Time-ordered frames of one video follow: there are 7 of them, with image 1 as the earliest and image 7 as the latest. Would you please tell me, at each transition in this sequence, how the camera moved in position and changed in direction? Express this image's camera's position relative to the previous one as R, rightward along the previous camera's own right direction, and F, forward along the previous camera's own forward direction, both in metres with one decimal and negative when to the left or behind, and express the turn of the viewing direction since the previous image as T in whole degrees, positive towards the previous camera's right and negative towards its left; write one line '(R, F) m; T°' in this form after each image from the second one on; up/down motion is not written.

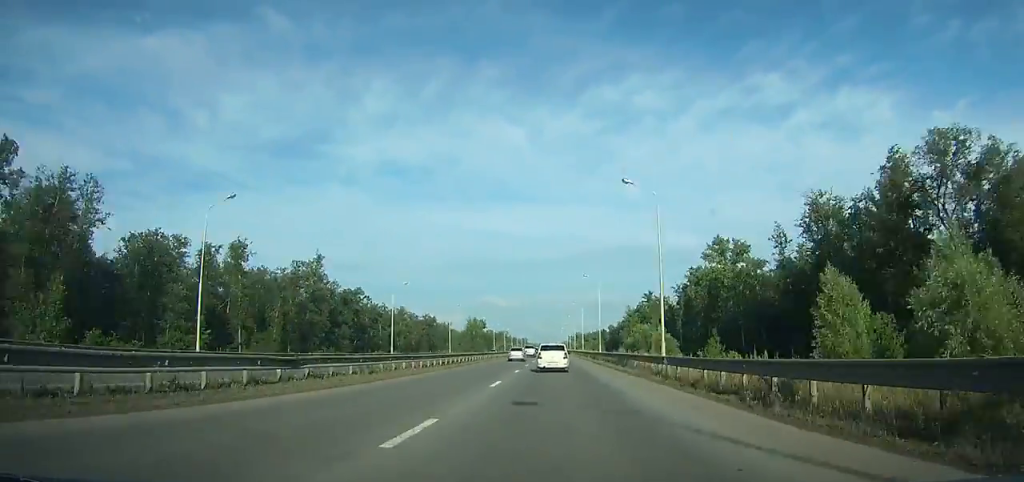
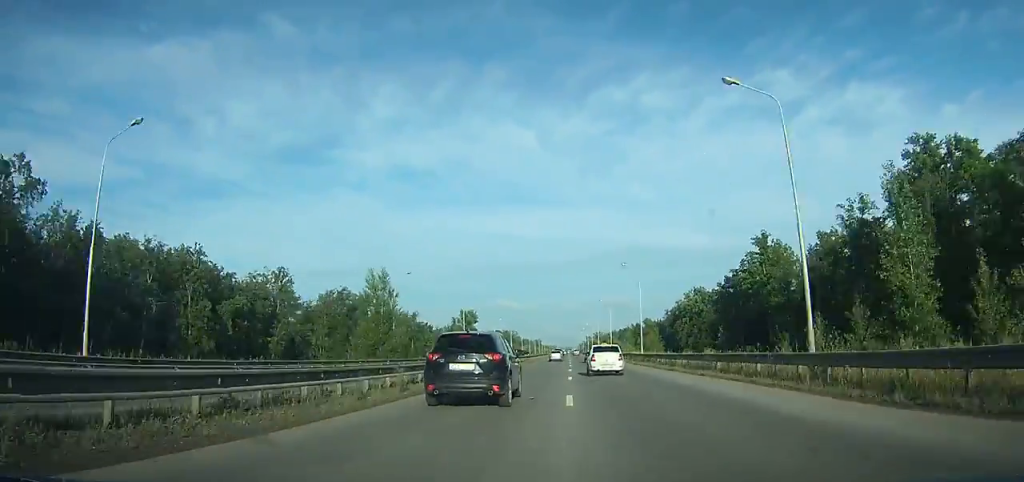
(-1.4, +103.3) m; -1°
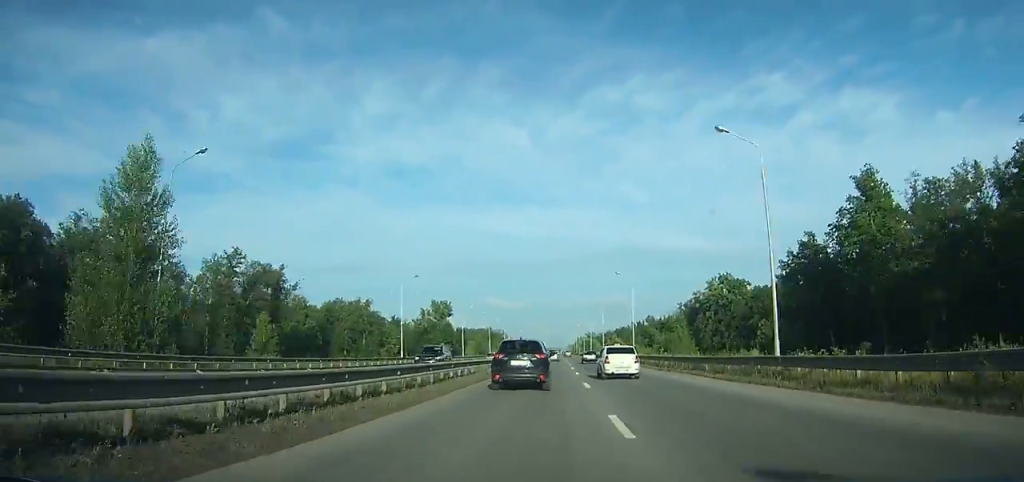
(+0.1, +39.7) m; 0°
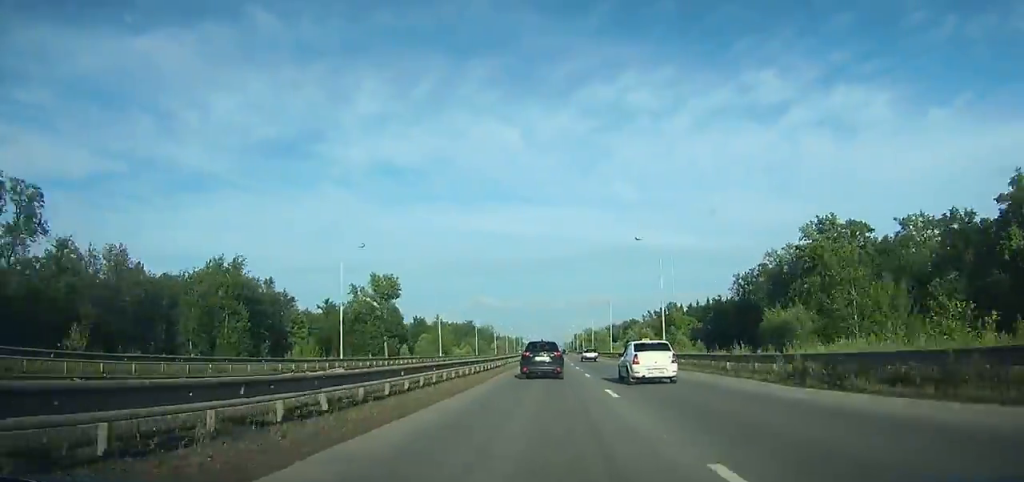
(+0.2, +63.4) m; 0°
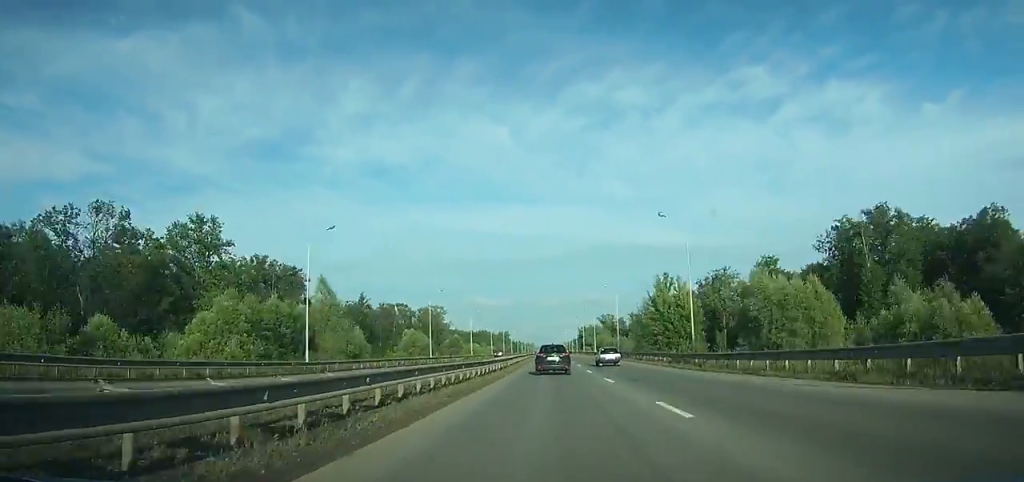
(+2.2, +226.8) m; +1°
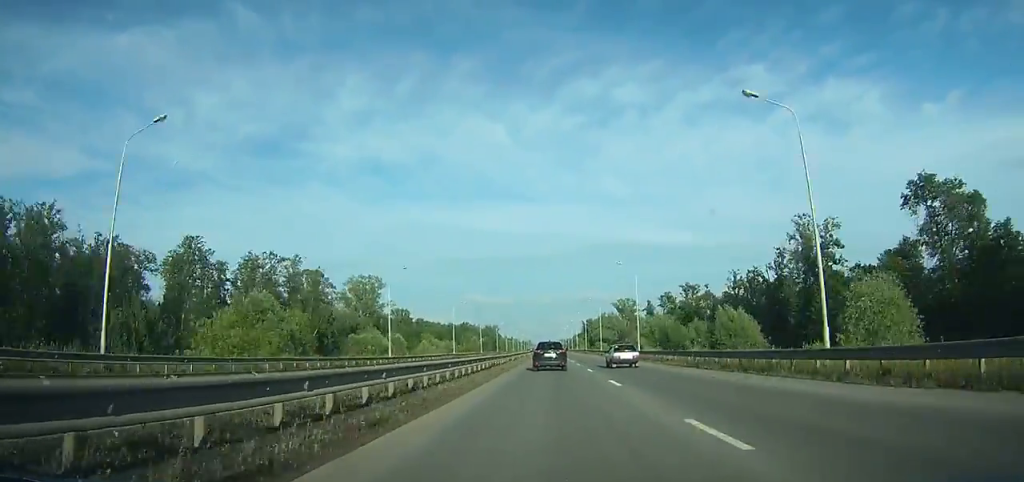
(0.0, +108.0) m; 0°
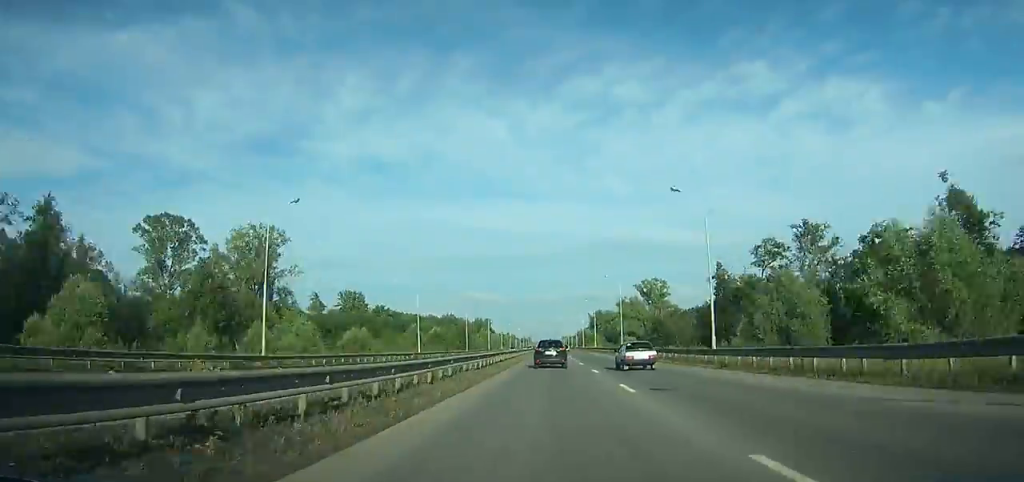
(0.0, +74.6) m; 0°
